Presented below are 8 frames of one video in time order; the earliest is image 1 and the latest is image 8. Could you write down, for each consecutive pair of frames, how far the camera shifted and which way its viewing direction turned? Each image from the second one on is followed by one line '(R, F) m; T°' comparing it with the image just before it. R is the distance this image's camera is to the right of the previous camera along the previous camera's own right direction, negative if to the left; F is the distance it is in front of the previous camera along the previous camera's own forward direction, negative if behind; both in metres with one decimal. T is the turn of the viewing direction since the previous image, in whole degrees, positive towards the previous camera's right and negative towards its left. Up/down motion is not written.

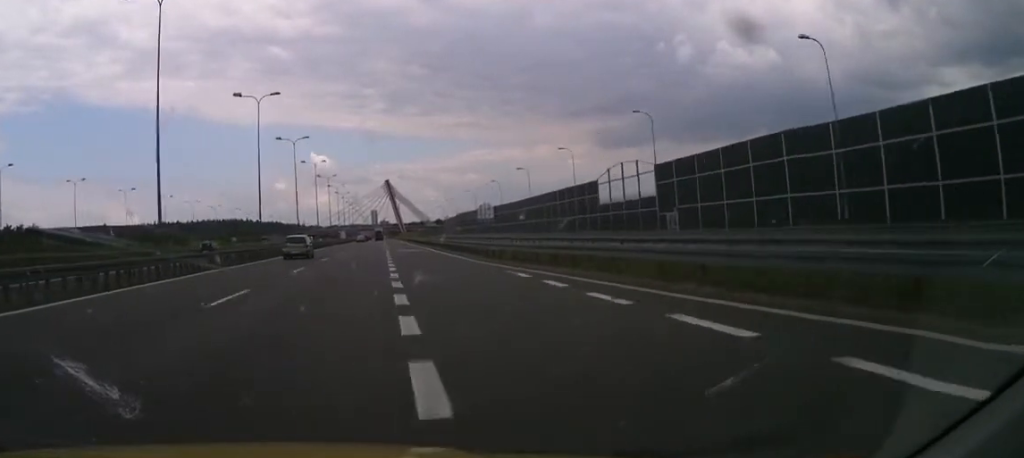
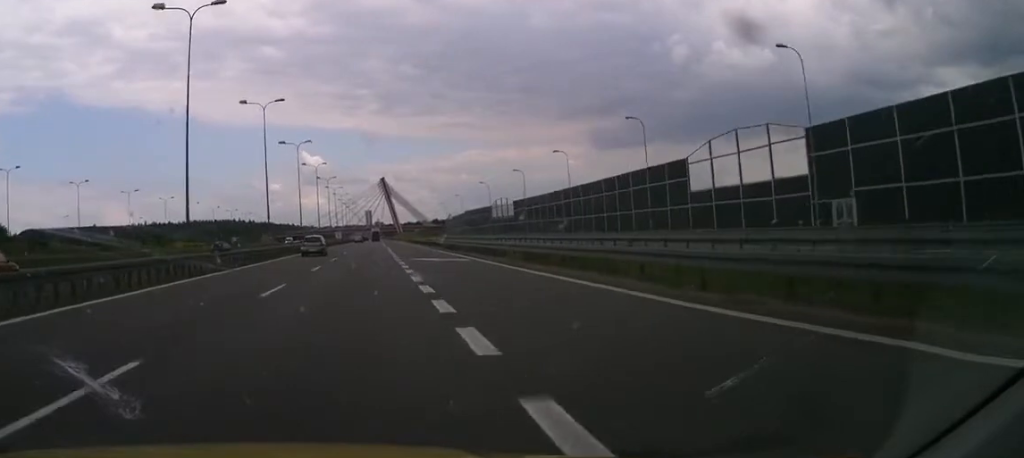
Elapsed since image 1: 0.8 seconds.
(-0.2, +21.0) m; 0°
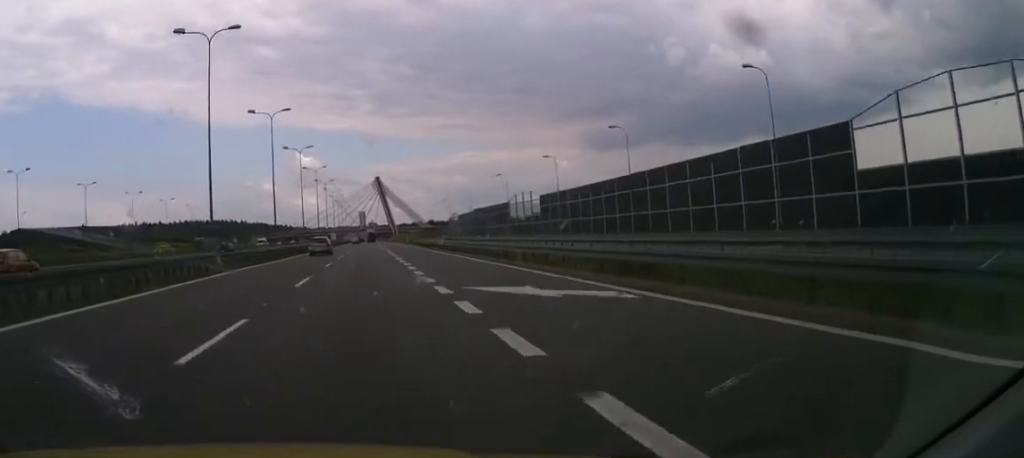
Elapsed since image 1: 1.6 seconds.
(0.0, +19.6) m; 0°
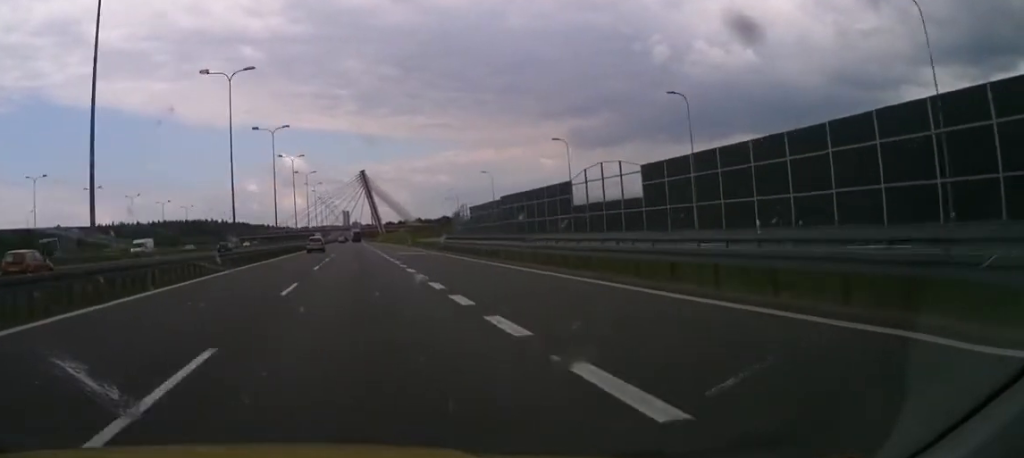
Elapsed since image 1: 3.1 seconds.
(+0.3, +38.7) m; +1°
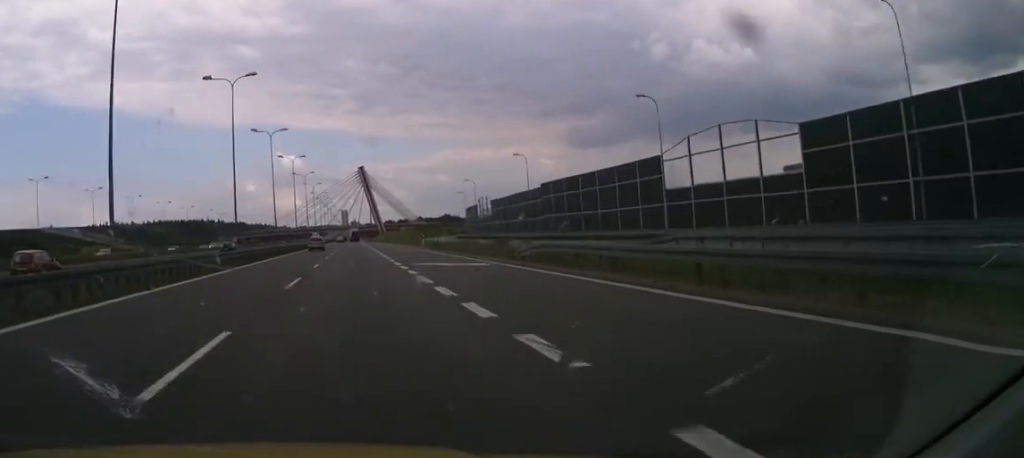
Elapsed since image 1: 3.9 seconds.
(0.0, +22.1) m; 0°
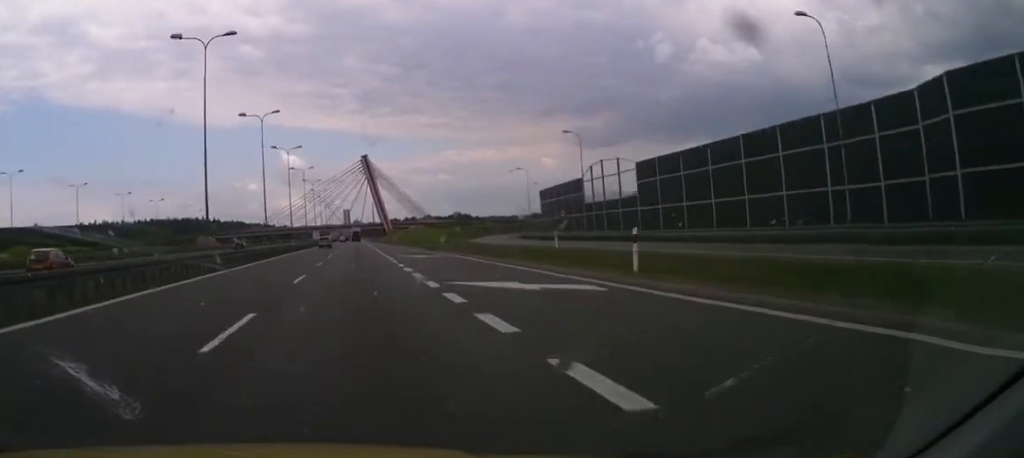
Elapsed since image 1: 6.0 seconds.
(+0.8, +56.3) m; +1°
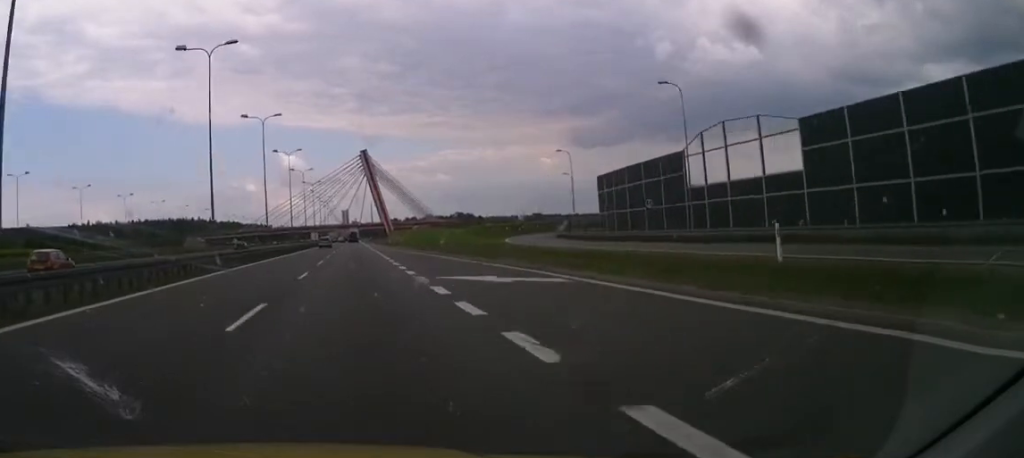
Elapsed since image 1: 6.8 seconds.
(0.0, +21.7) m; 0°
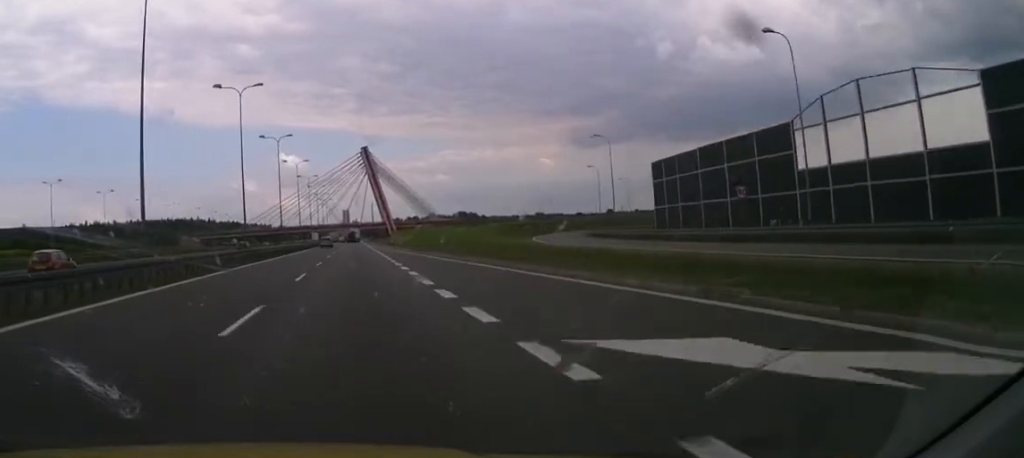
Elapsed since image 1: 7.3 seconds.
(0.0, +12.8) m; 0°
